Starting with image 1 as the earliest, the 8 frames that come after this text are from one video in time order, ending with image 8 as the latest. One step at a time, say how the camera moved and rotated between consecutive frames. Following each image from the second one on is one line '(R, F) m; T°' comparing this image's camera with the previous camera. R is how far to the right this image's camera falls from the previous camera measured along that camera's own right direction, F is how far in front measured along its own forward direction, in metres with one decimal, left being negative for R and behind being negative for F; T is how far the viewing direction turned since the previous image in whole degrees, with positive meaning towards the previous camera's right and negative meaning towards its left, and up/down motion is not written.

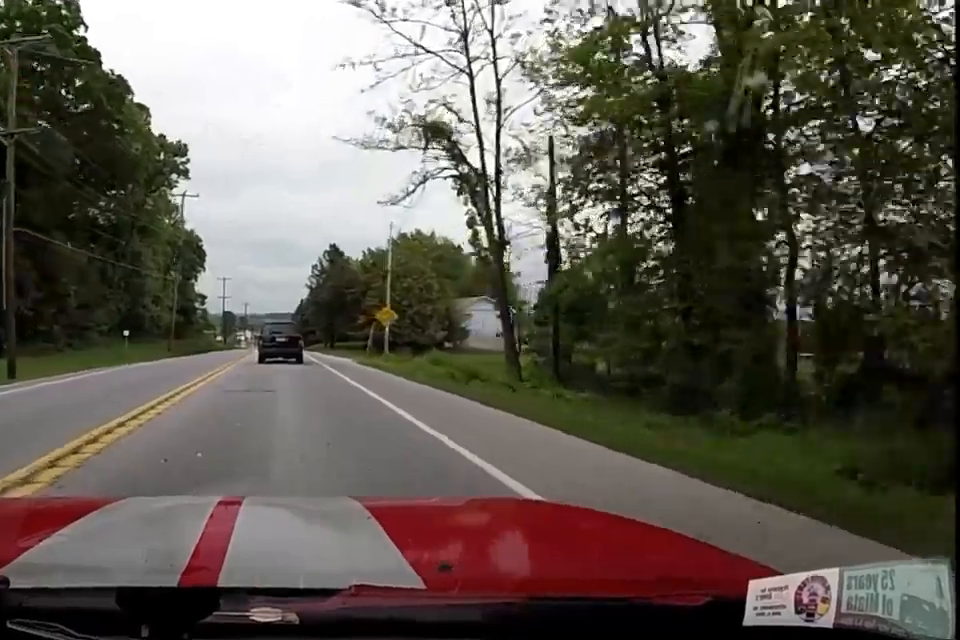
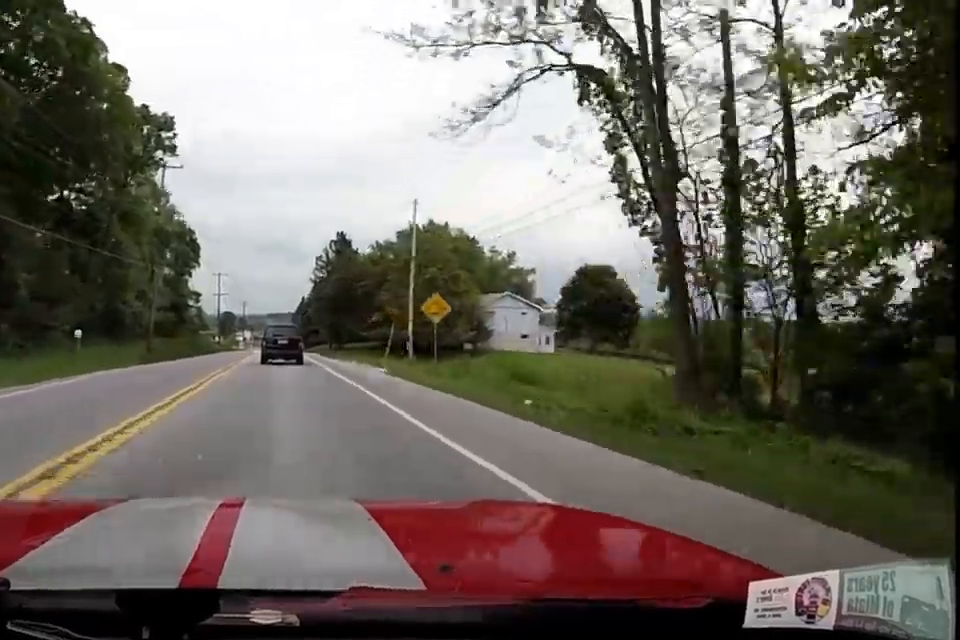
(0.0, +8.8) m; 0°
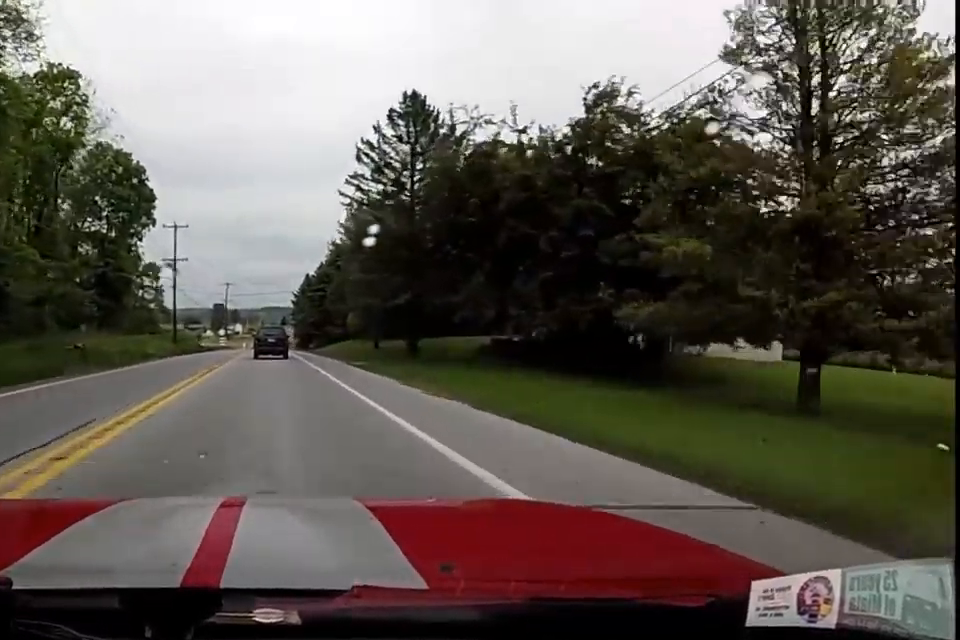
(+1.4, +38.8) m; +2°
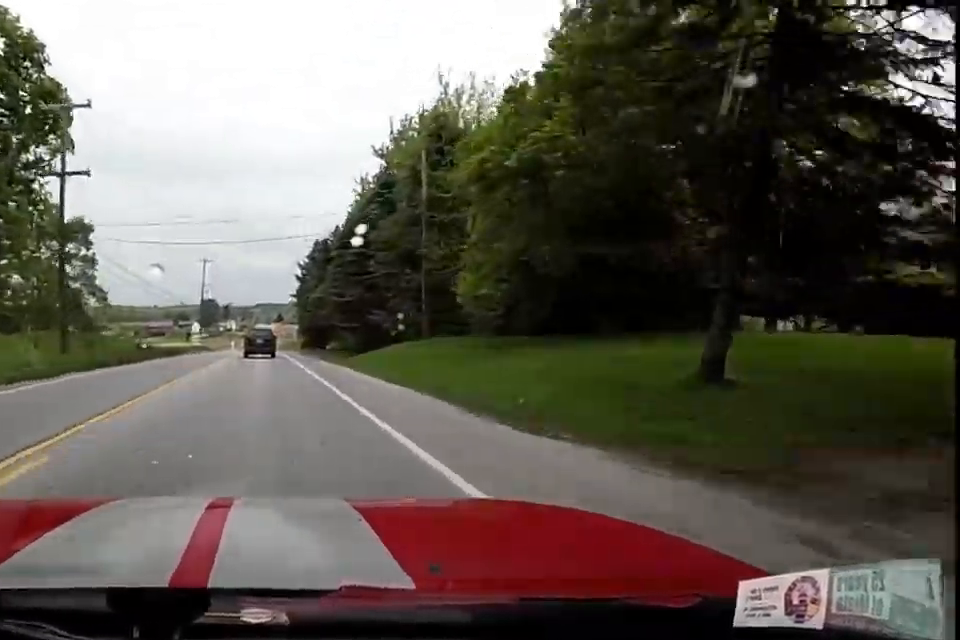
(-1.3, +31.6) m; -3°
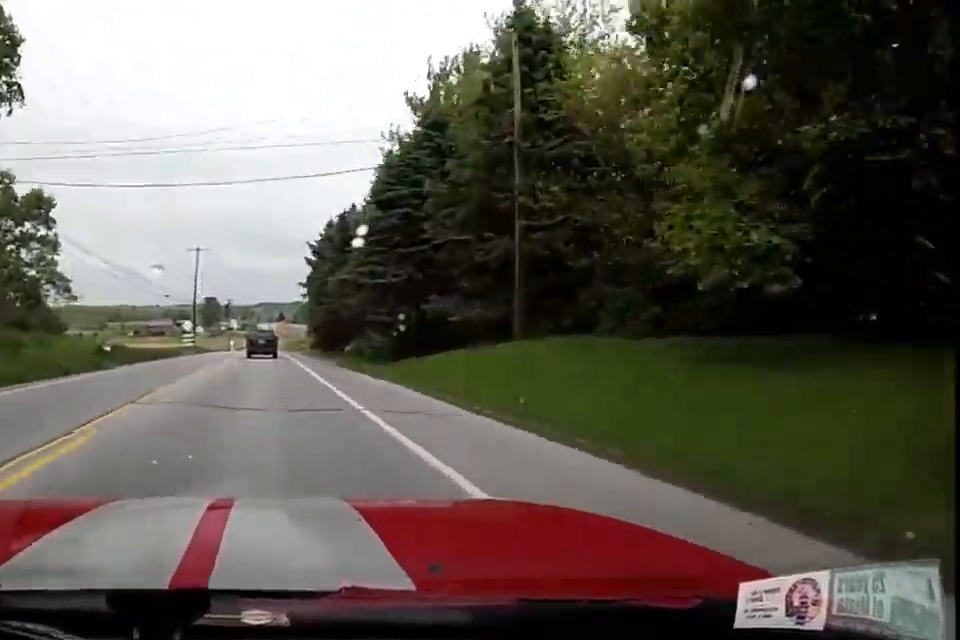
(0.0, +10.9) m; 0°
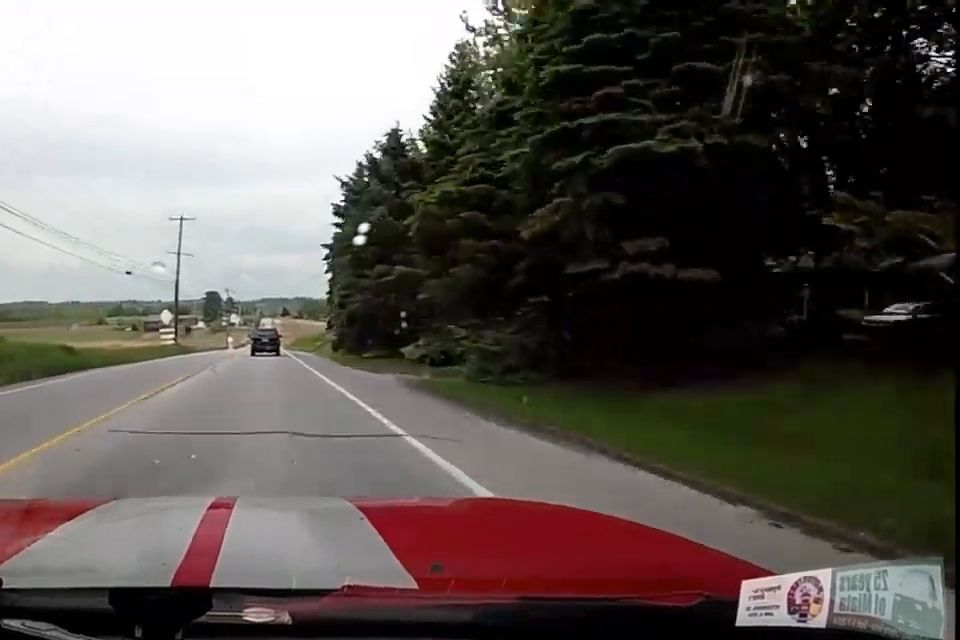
(0.0, +16.3) m; 0°
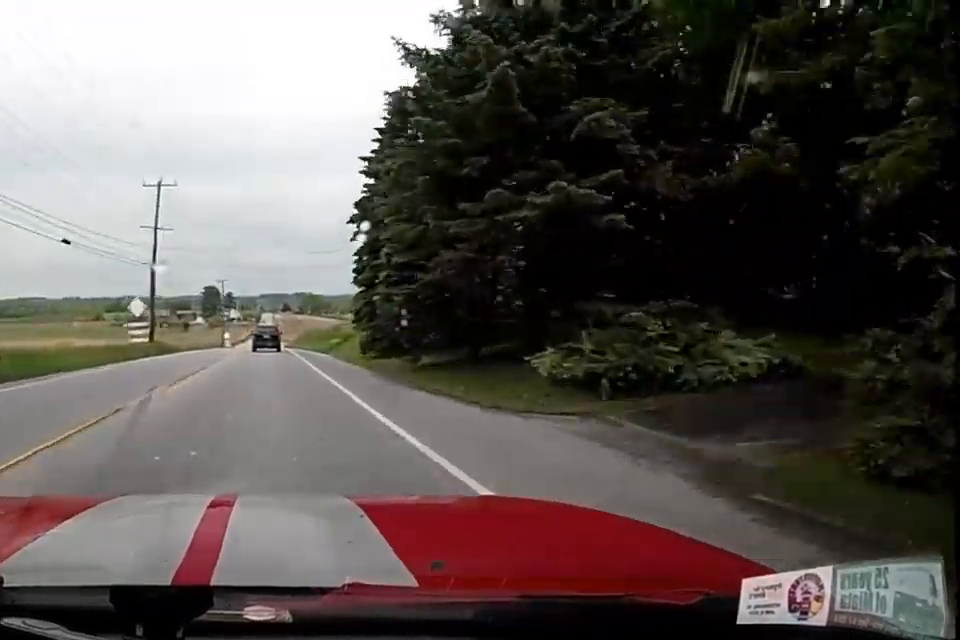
(-0.1, +12.1) m; 0°
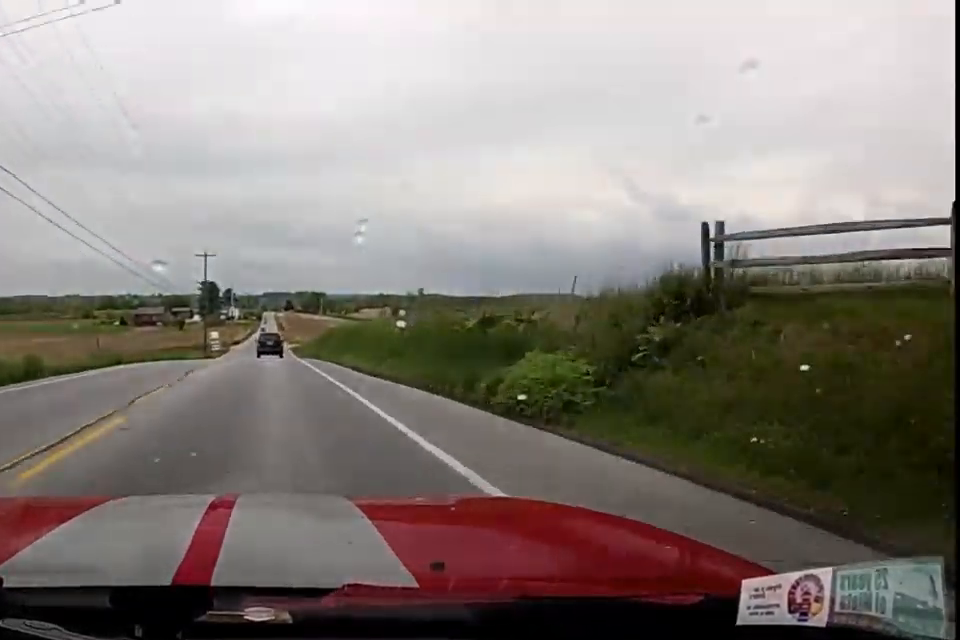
(+0.4, +30.7) m; +3°
